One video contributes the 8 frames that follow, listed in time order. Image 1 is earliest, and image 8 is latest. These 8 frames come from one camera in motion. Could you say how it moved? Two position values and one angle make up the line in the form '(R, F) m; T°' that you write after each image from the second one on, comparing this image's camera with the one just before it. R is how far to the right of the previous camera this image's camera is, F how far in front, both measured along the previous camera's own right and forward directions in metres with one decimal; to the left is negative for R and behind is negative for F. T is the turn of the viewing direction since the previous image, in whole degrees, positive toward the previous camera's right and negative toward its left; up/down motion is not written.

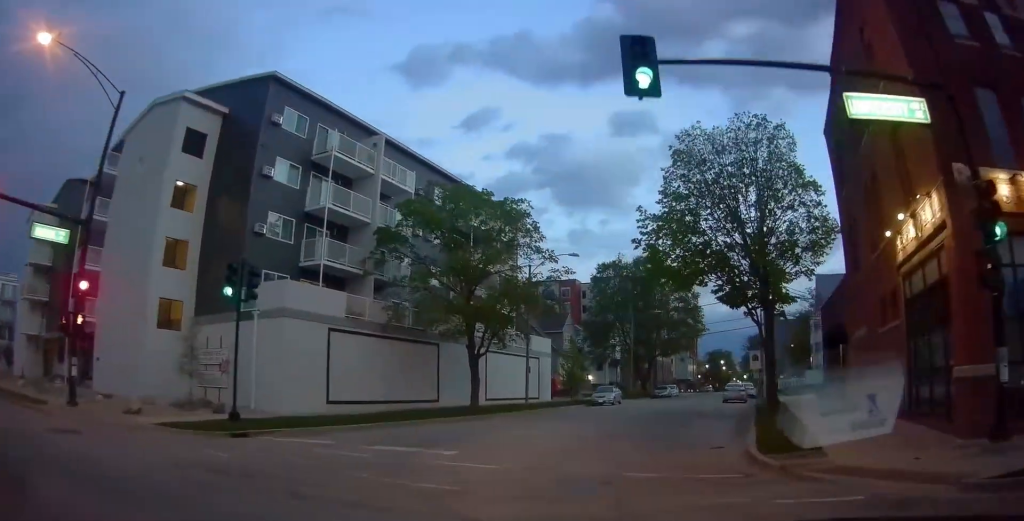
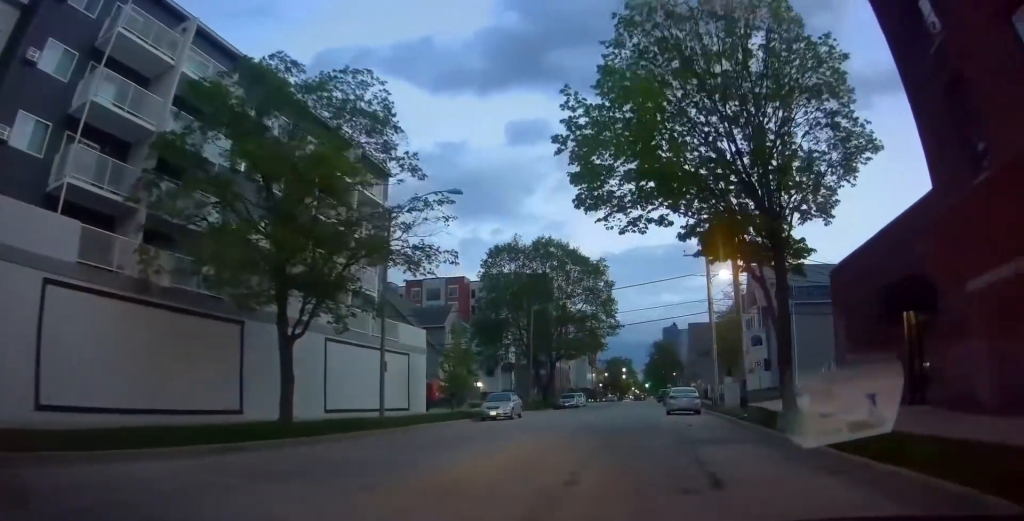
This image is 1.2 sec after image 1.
(+0.3, +12.6) m; +5°
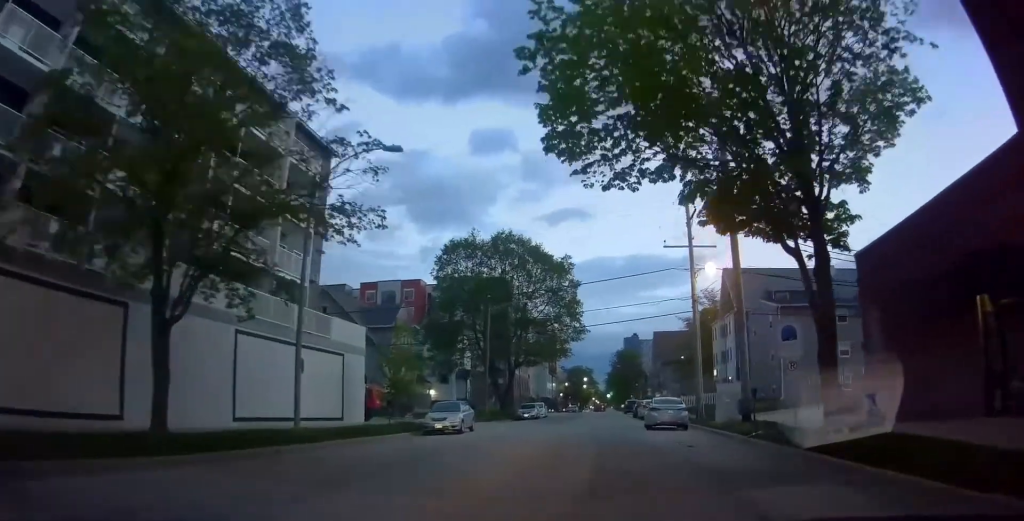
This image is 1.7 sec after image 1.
(-0.6, +4.6) m; +4°
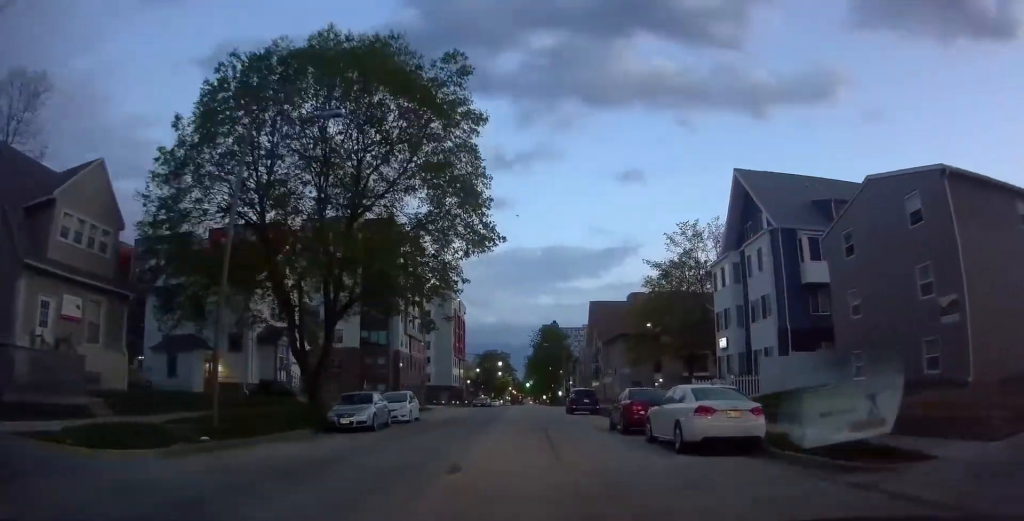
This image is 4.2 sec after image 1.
(+5.0, +30.8) m; +10°
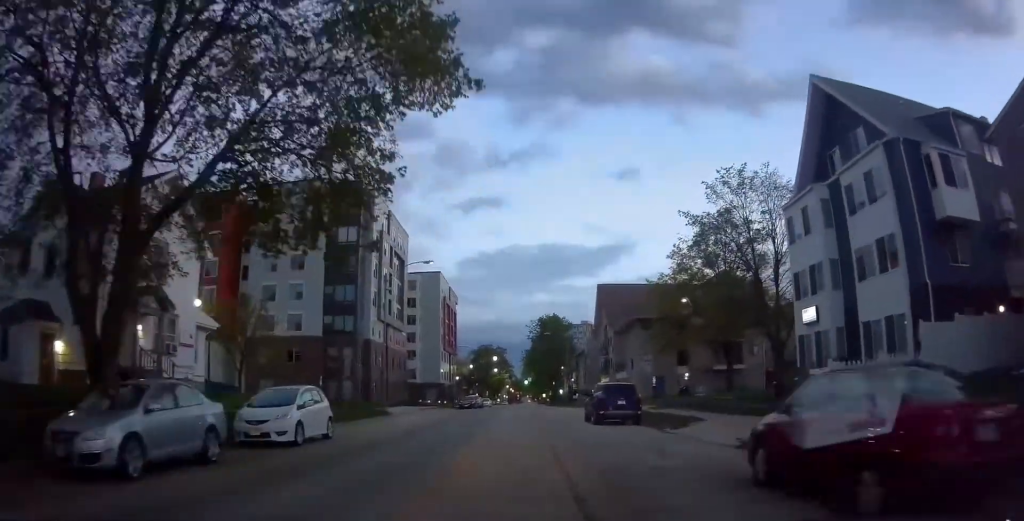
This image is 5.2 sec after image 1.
(+0.3, +14.0) m; +1°
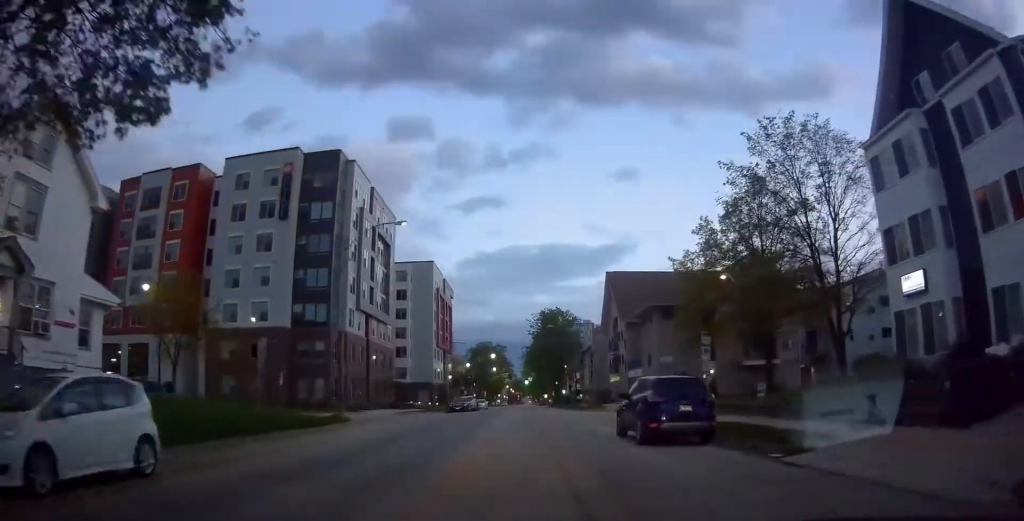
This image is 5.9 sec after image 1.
(0.0, +8.8) m; +1°
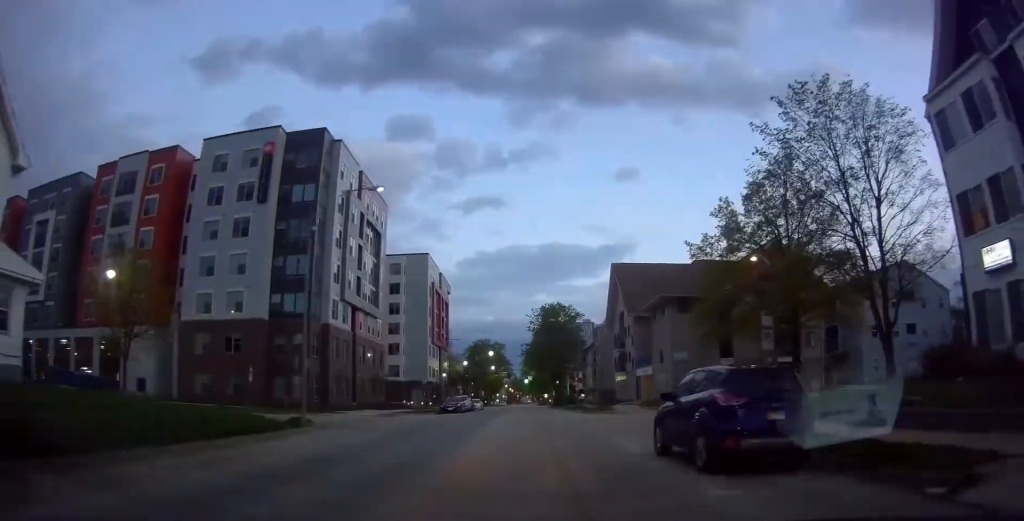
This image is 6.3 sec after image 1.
(-0.1, +5.6) m; +4°
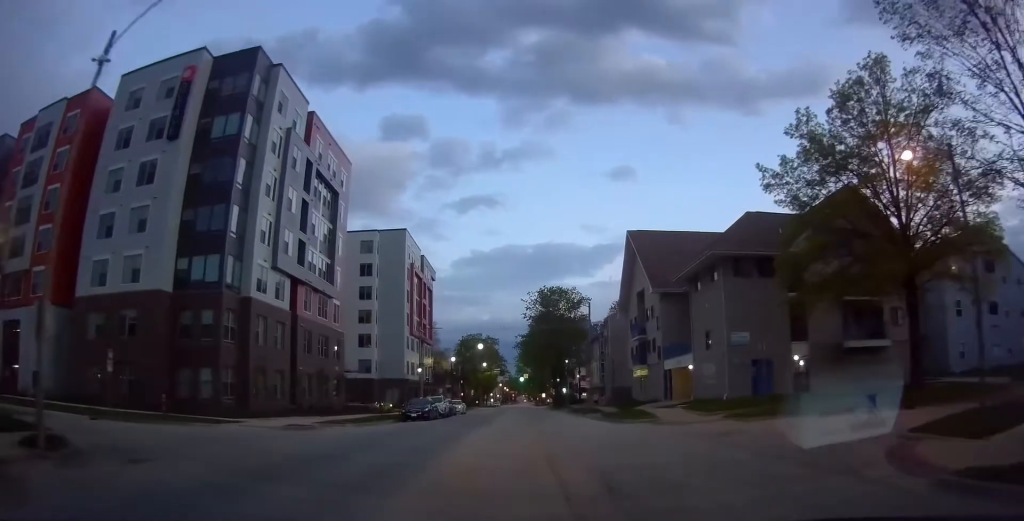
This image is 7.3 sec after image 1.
(+1.6, +14.7) m; +5°
